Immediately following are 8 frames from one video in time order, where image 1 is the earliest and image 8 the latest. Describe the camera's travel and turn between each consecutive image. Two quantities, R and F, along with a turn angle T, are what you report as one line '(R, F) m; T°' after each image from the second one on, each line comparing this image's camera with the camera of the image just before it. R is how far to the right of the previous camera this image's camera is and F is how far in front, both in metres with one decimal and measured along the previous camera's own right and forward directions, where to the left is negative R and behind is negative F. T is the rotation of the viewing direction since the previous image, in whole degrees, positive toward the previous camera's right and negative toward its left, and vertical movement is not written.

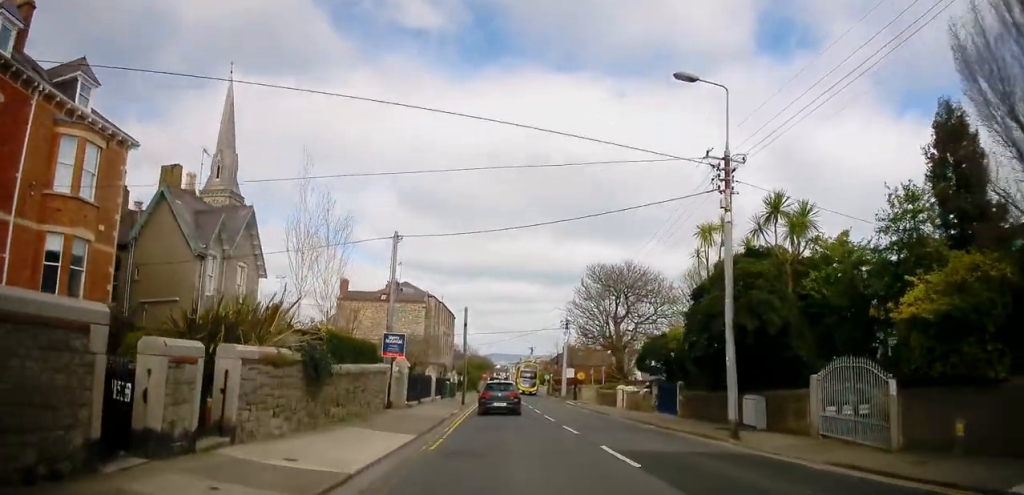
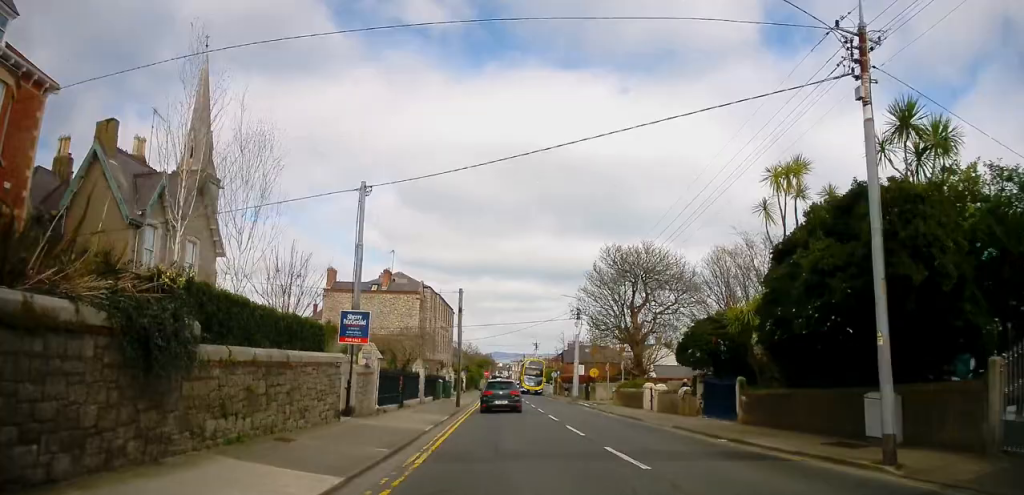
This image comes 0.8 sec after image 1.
(0.0, +6.8) m; 0°
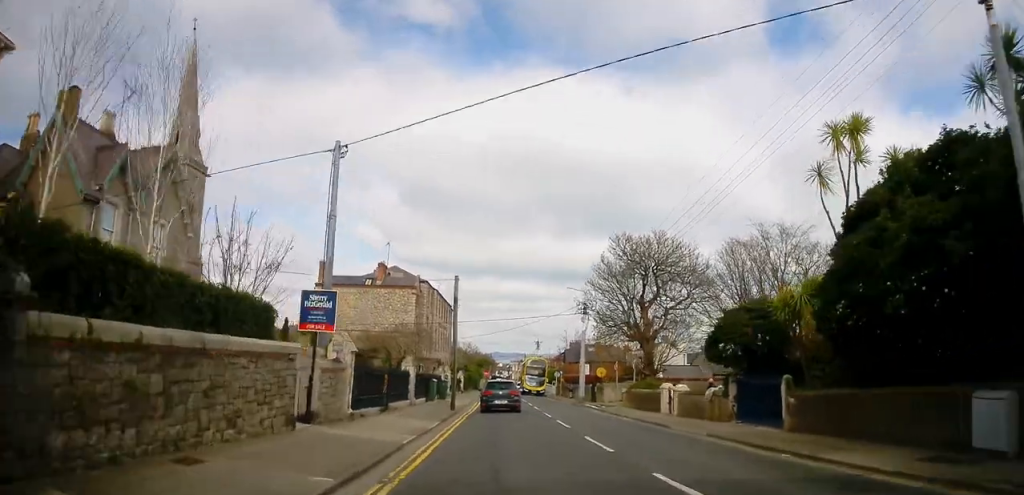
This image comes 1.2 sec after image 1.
(0.0, +3.6) m; 0°
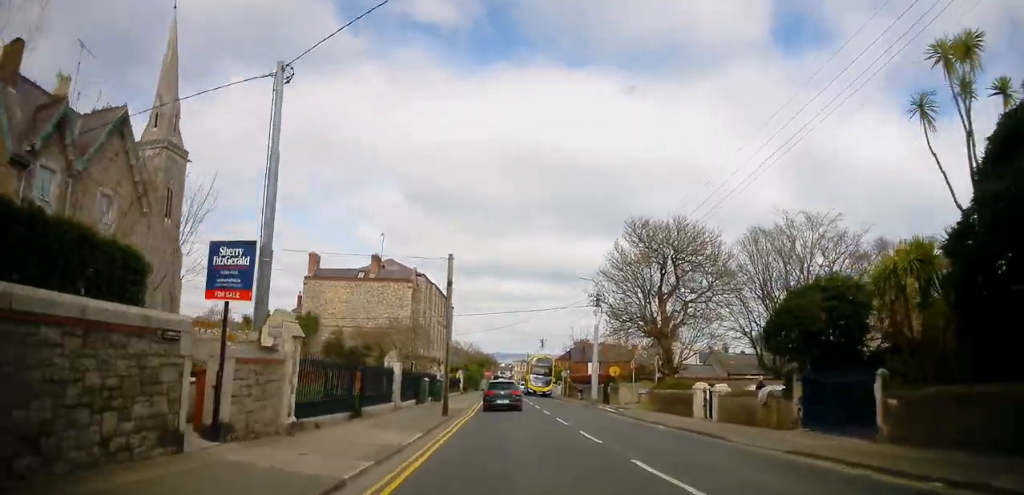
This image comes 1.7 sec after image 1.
(0.0, +4.6) m; +1°
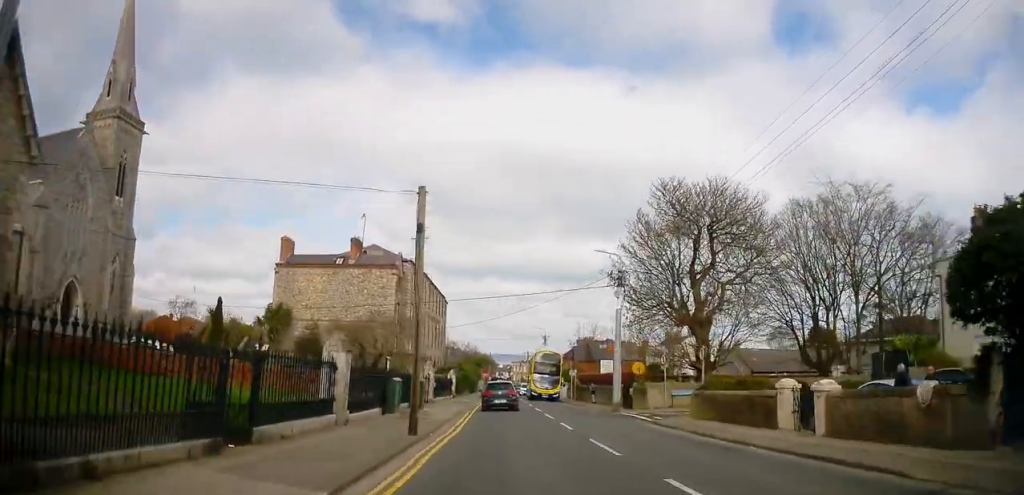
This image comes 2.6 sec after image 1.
(+0.1, +8.1) m; +1°
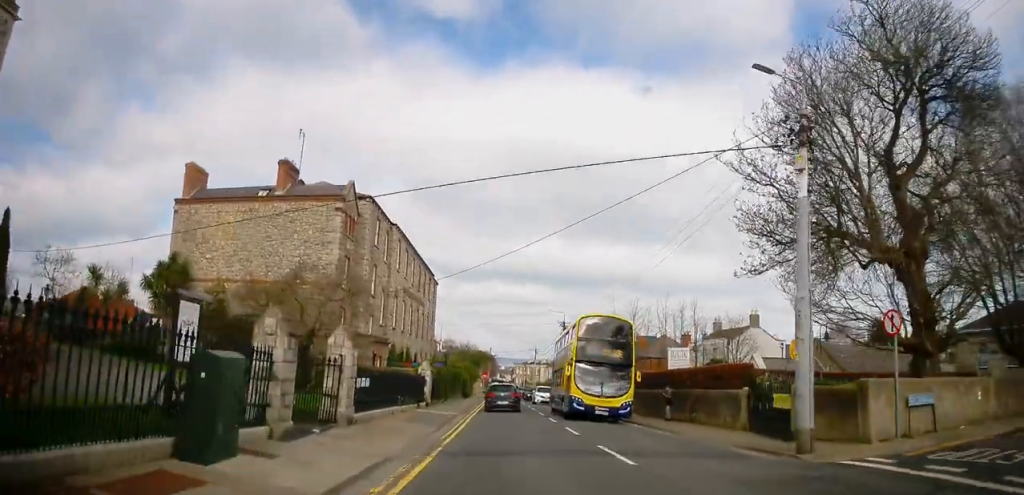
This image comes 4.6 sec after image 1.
(-1.8, +18.8) m; -6°
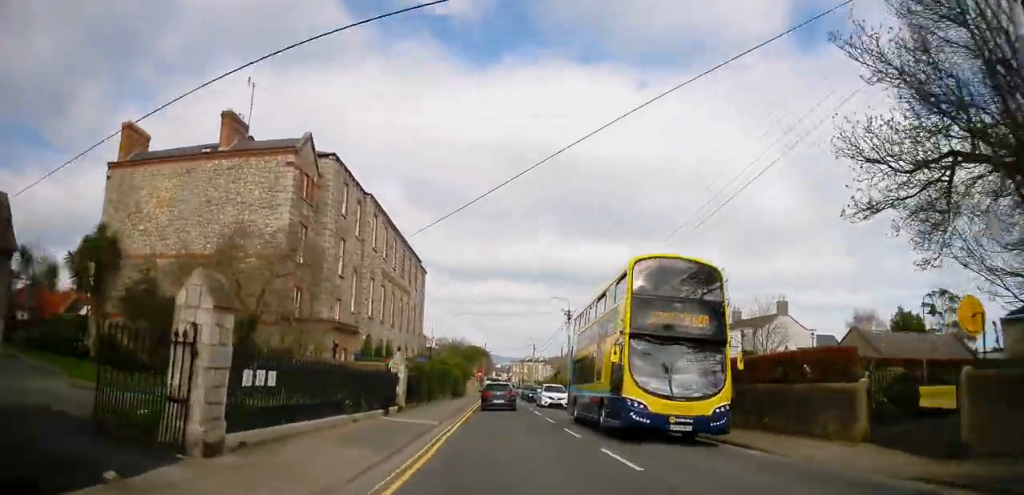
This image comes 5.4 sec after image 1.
(-0.3, +6.8) m; +7°
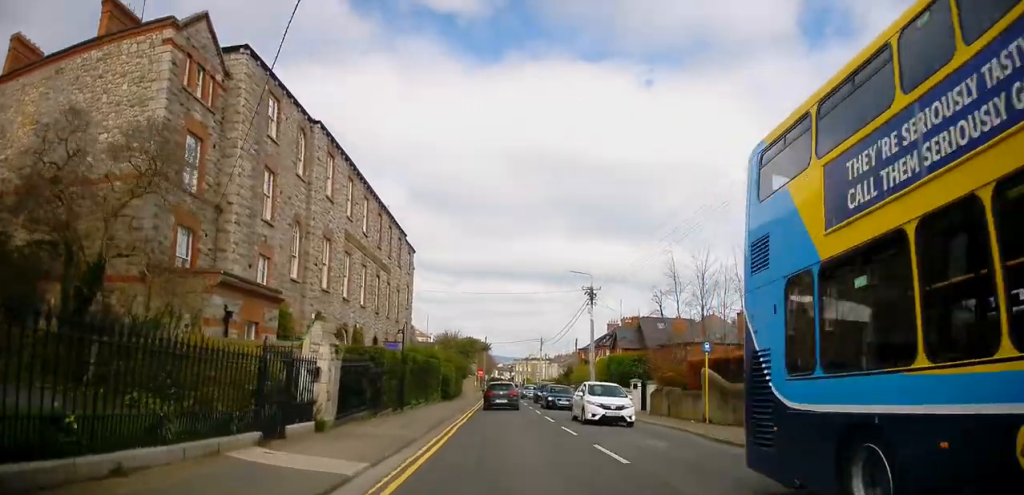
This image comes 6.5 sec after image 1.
(+2.2, +11.4) m; +5°
